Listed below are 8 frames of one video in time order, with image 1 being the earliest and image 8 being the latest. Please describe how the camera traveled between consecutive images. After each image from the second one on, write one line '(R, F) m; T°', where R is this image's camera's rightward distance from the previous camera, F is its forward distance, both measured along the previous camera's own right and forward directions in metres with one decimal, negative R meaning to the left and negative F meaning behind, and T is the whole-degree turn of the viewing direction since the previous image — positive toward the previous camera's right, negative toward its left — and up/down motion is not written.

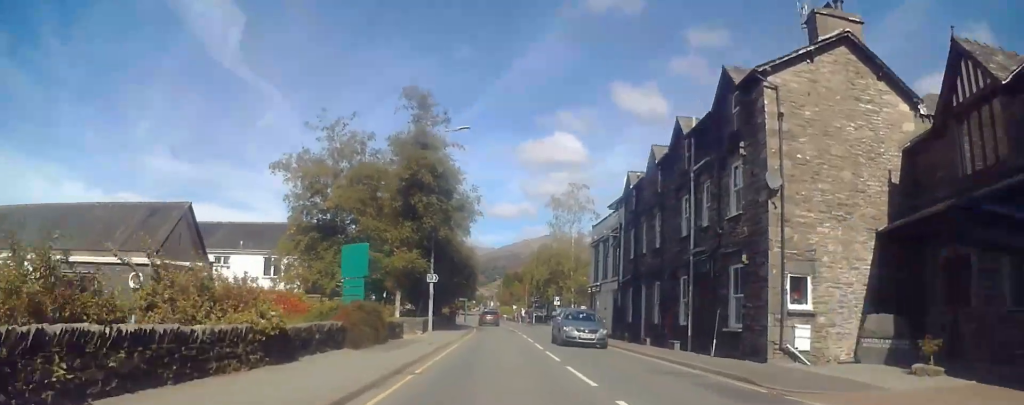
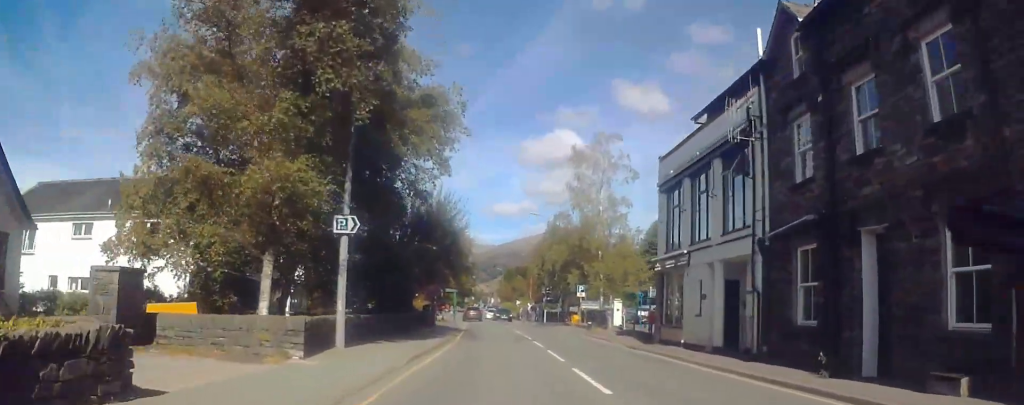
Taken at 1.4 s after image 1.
(-0.1, +18.8) m; 0°
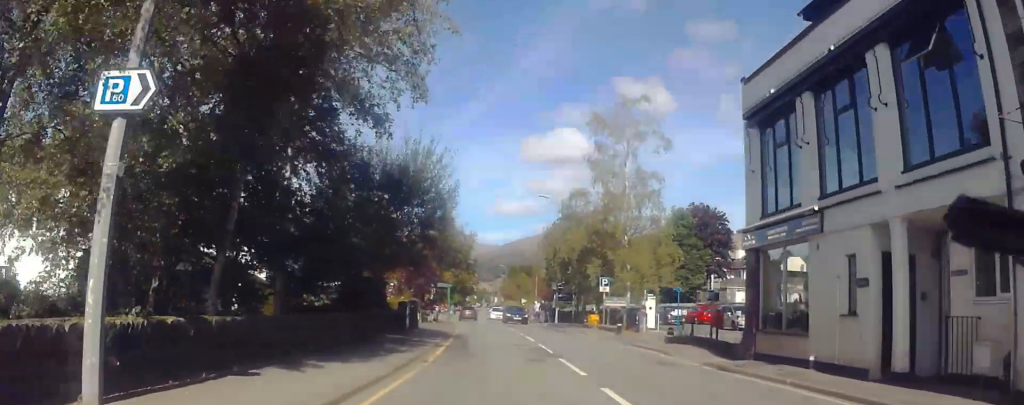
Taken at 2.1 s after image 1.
(0.0, +9.2) m; 0°
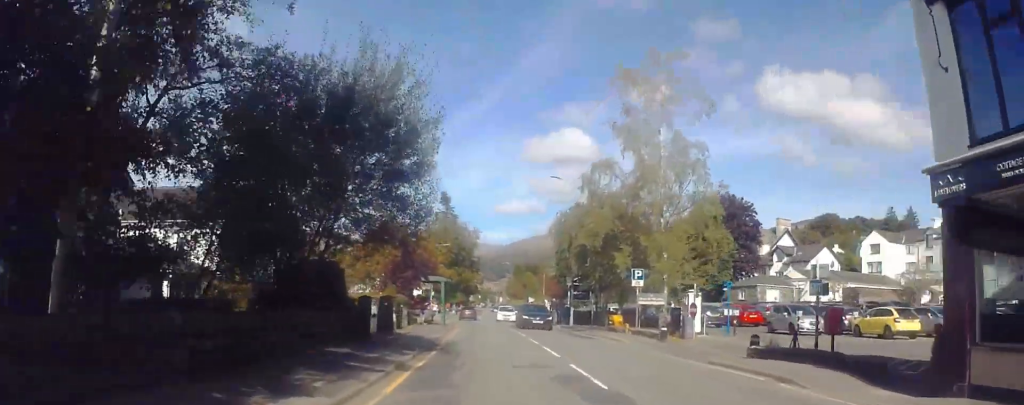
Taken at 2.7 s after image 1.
(0.0, +7.9) m; 0°
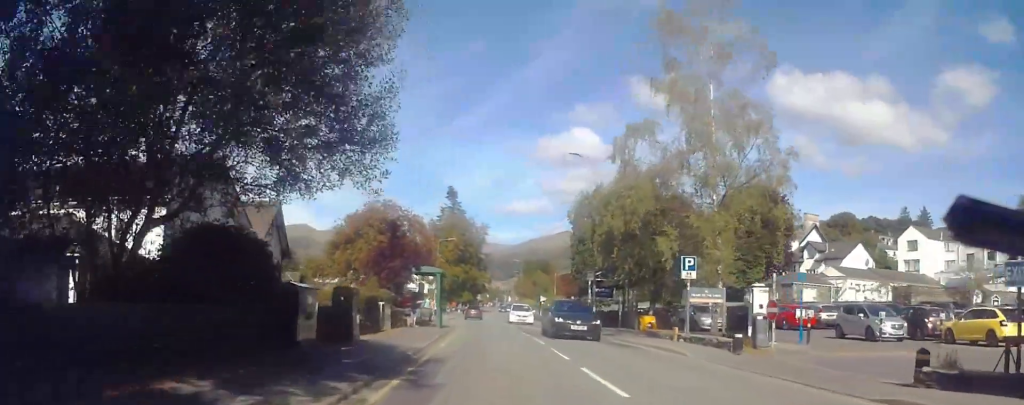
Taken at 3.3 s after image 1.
(0.0, +7.0) m; 0°
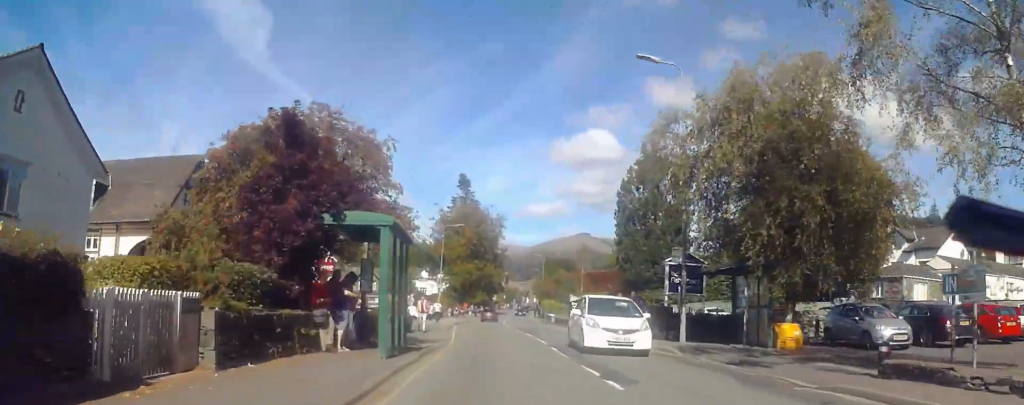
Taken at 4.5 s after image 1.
(0.0, +16.5) m; 0°
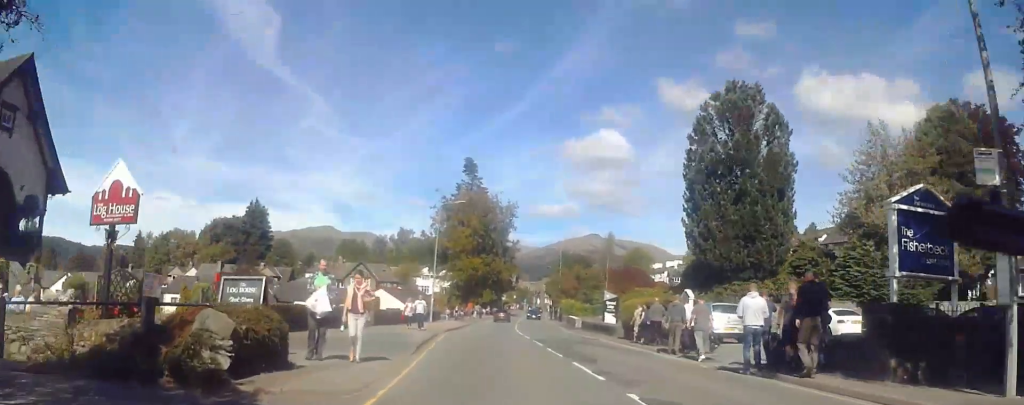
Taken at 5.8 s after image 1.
(0.0, +16.1) m; -1°
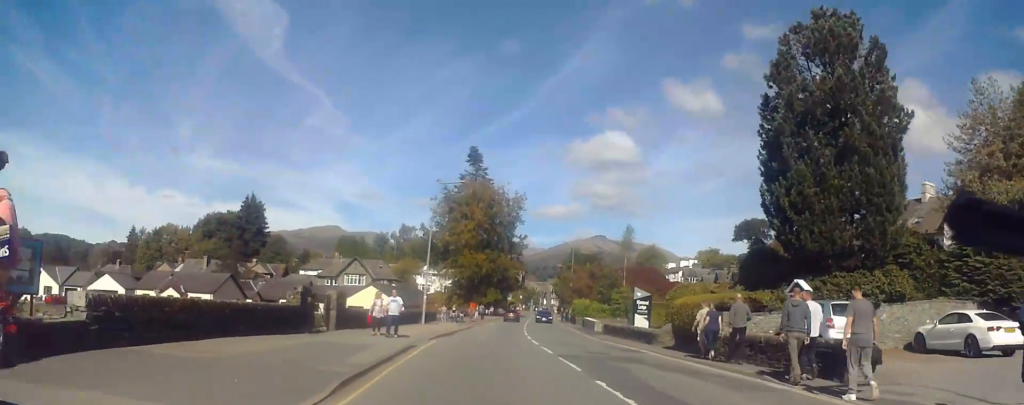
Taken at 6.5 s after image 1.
(-0.1, +9.1) m; 0°
